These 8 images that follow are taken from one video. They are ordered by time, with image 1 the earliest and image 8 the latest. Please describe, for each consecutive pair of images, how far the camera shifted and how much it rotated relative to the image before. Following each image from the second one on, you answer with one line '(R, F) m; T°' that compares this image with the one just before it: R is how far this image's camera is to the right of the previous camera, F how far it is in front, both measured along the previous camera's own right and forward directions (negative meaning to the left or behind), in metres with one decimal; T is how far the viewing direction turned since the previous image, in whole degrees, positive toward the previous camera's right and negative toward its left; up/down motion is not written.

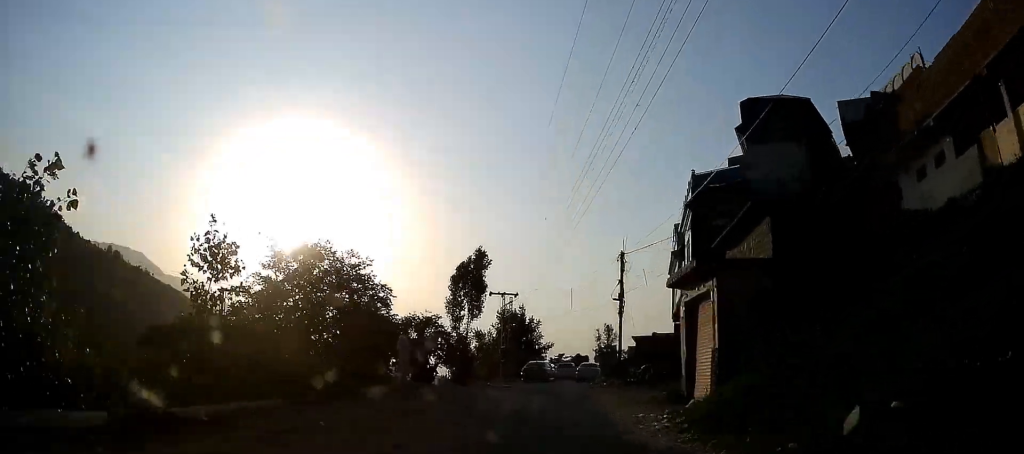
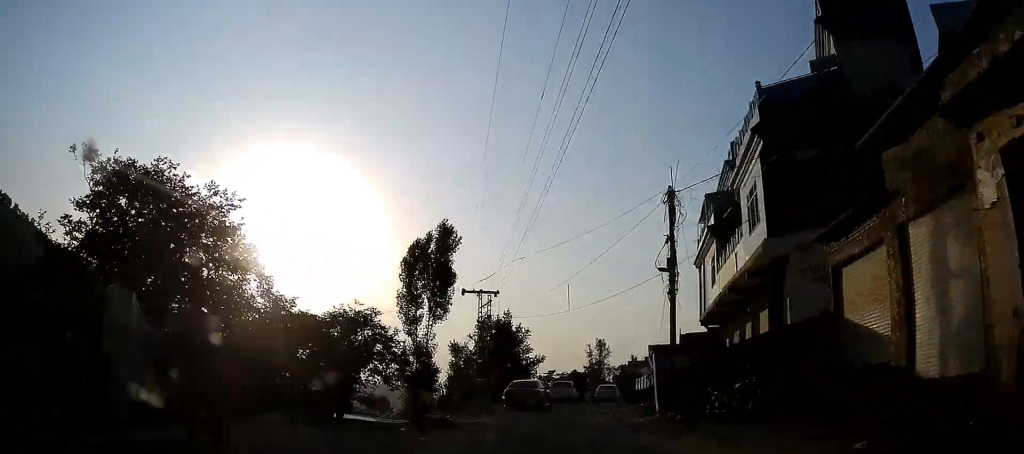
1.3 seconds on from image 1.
(+0.1, +10.4) m; +2°
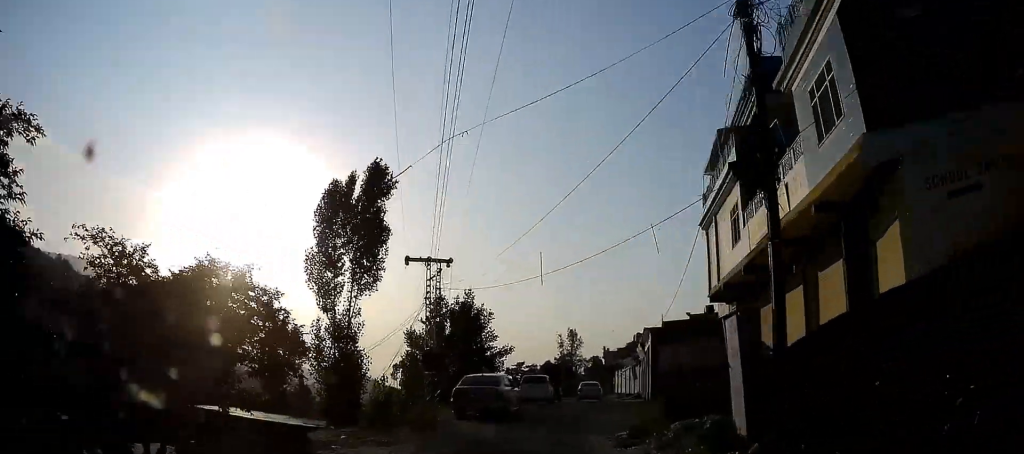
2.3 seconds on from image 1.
(+0.3, +8.5) m; +2°
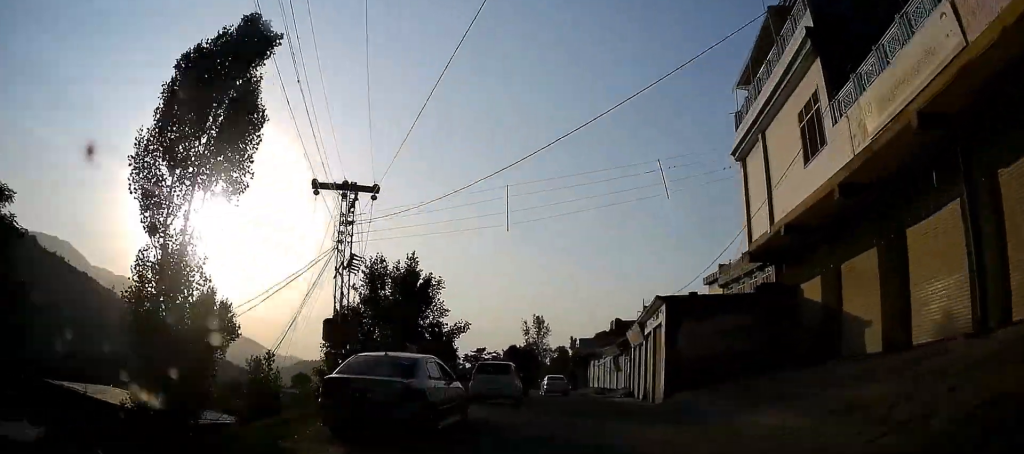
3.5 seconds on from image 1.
(+0.2, +10.7) m; +2°
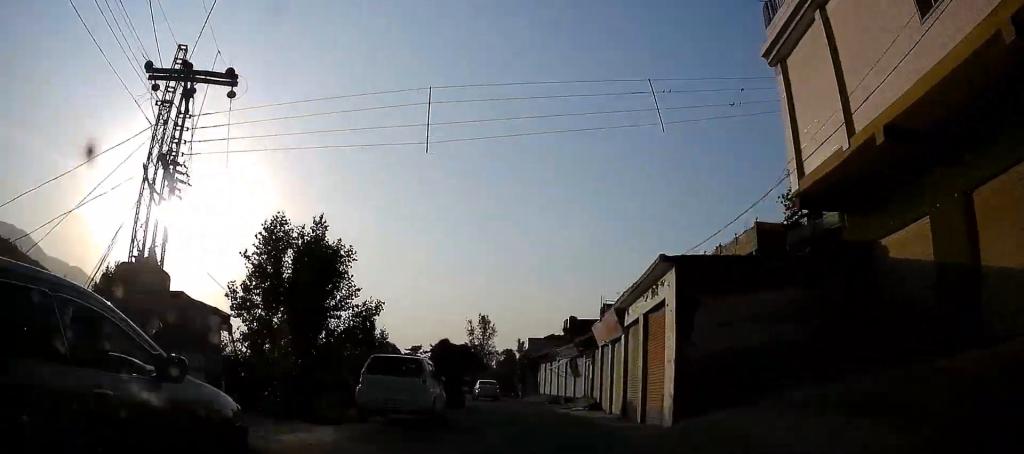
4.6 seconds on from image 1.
(+0.1, +8.6) m; +2°
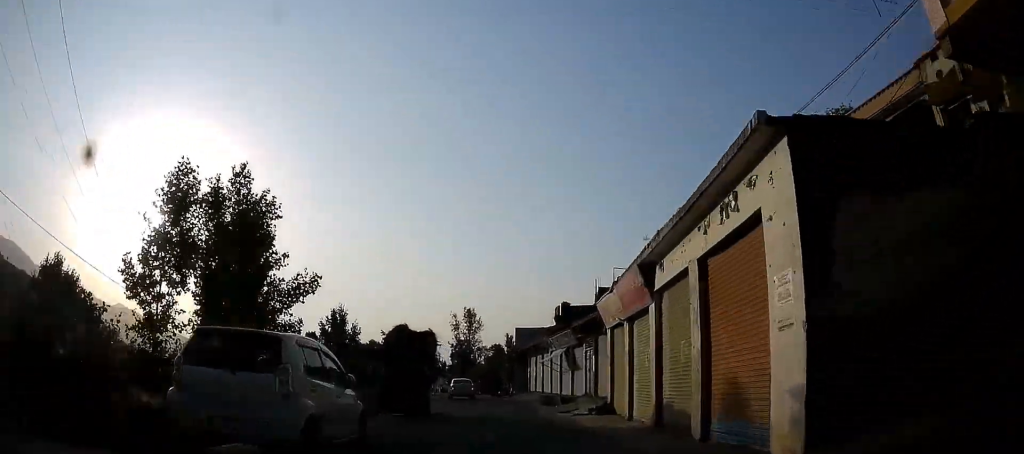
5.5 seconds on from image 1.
(0.0, +6.9) m; +2°
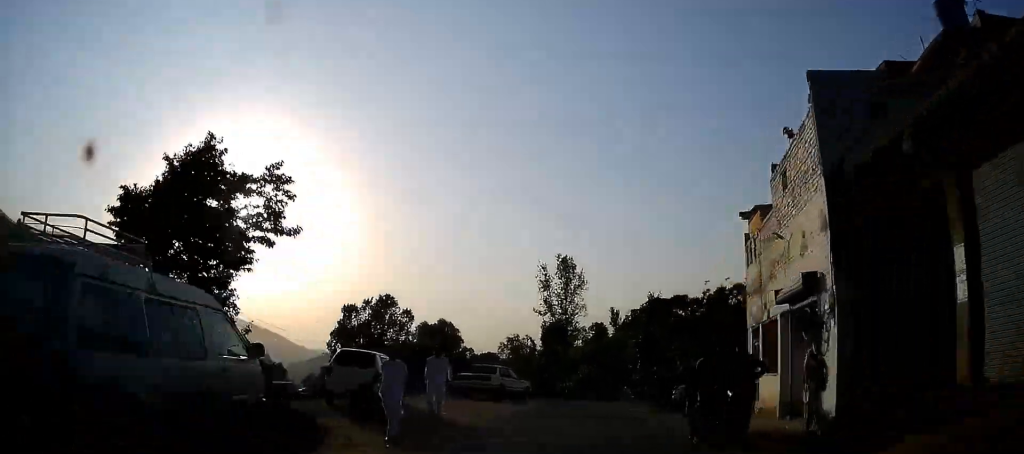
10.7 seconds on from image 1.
(+0.2, +41.1) m; -3°
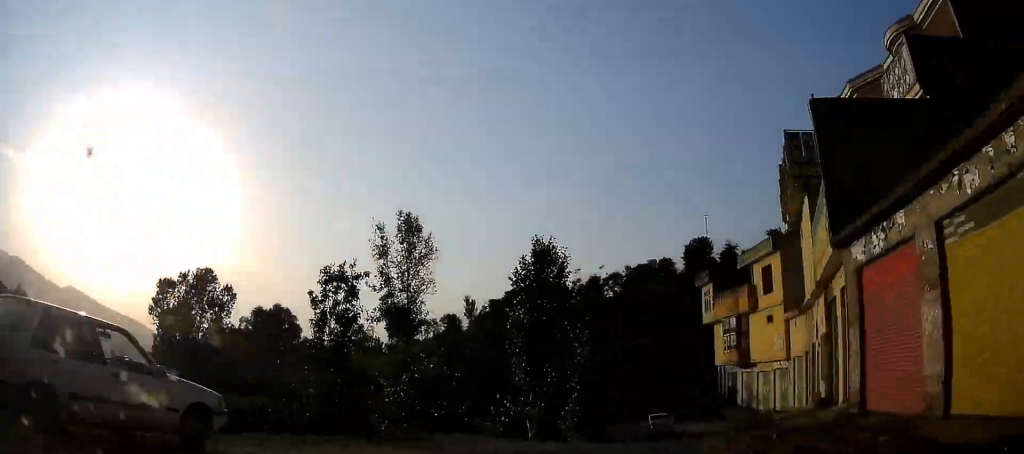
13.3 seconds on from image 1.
(+0.8, +18.7) m; +9°
